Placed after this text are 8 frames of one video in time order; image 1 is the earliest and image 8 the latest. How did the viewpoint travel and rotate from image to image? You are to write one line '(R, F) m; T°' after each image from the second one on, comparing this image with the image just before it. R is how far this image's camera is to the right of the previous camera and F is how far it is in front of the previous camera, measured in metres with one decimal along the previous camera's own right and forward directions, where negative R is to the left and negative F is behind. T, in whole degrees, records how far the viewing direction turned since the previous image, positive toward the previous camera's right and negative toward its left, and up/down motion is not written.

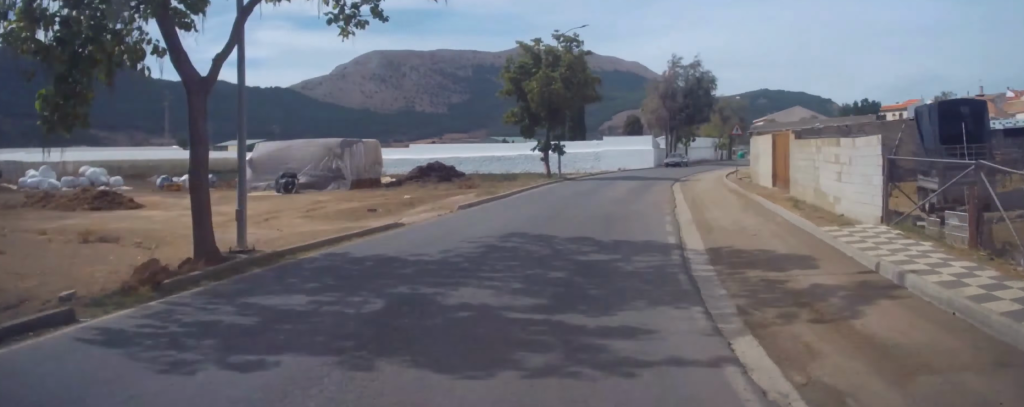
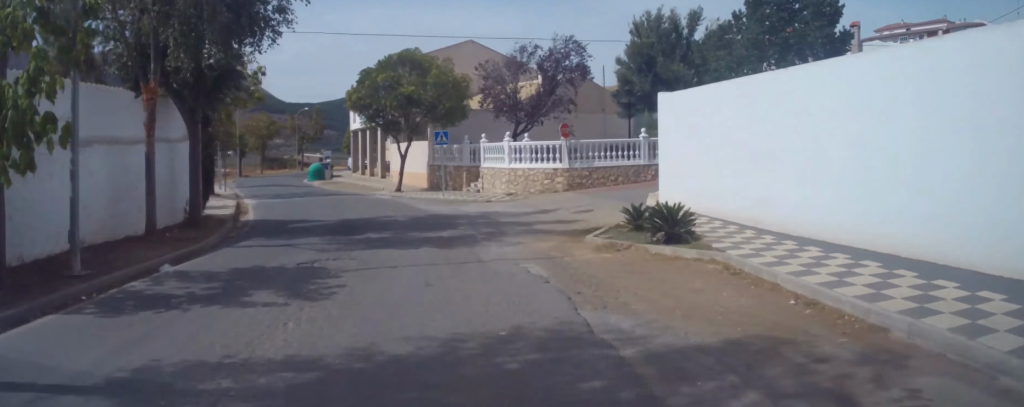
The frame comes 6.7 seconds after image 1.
(+21.1, +83.8) m; +17°
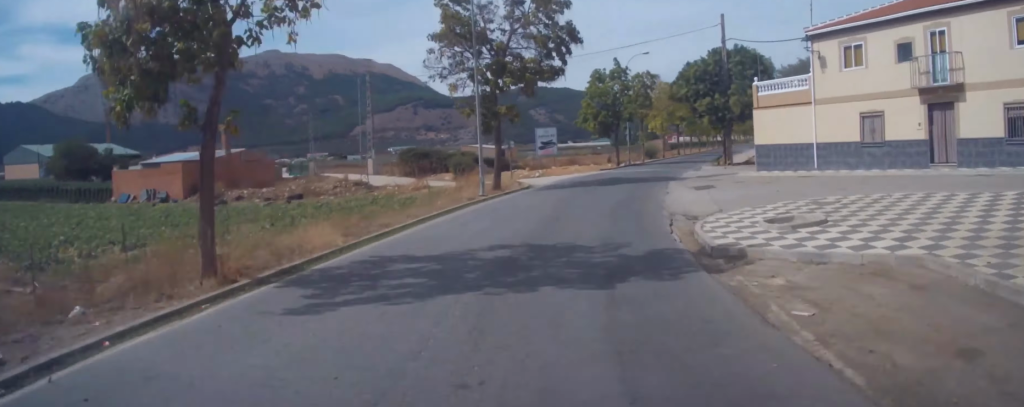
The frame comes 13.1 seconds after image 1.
(+4.1, +84.3) m; +10°
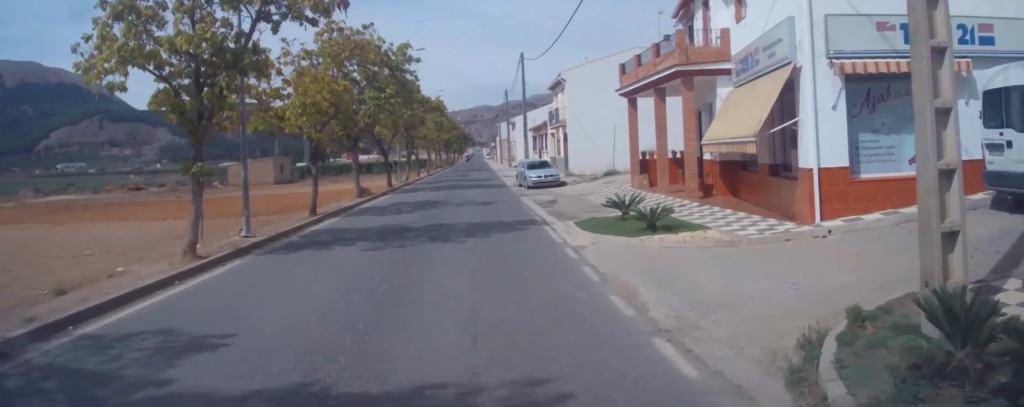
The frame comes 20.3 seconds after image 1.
(+13.0, +96.0) m; +9°
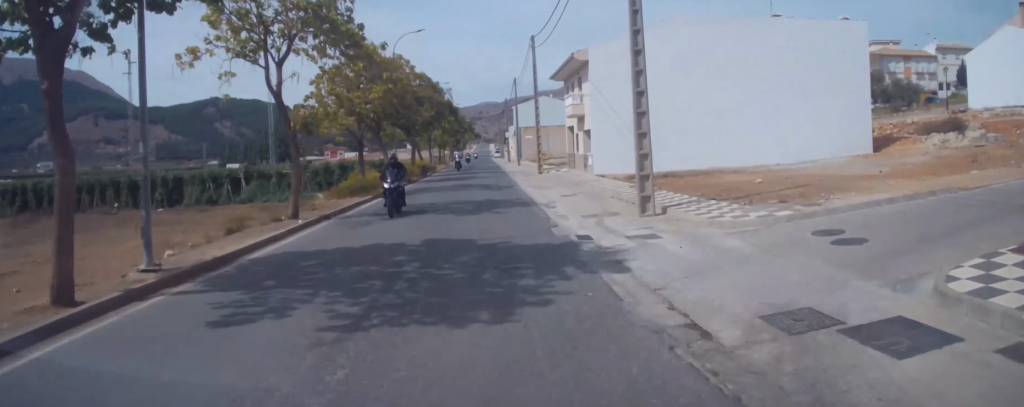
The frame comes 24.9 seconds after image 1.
(+1.0, +61.0) m; +1°
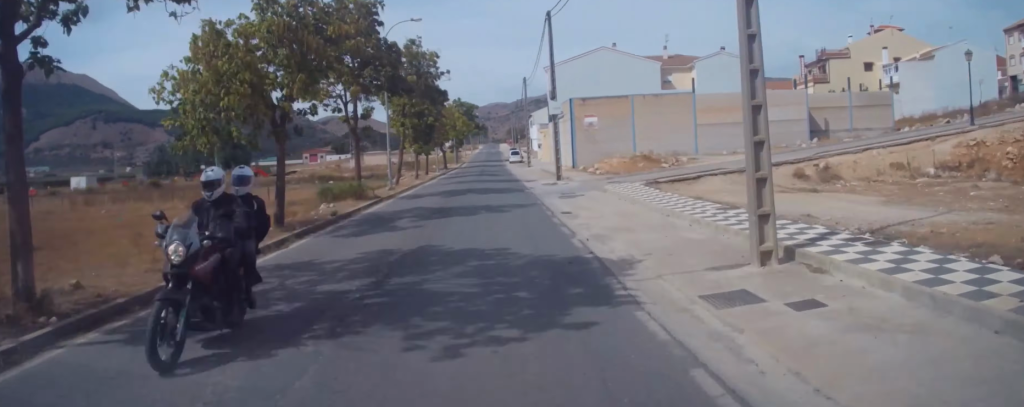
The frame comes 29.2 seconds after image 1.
(+0.2, +57.1) m; 0°
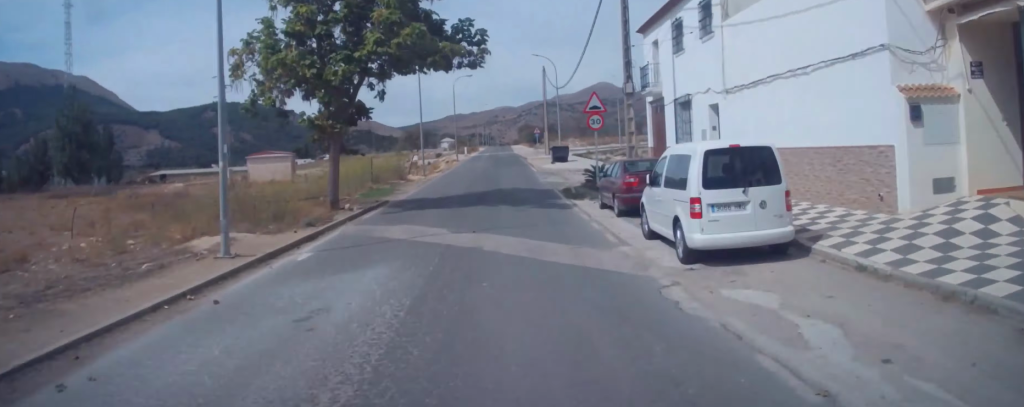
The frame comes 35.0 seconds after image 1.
(-0.1, +75.2) m; 0°
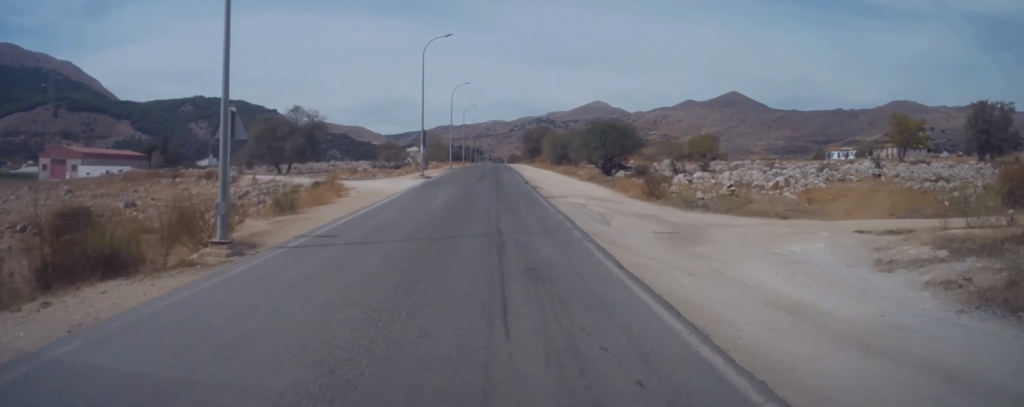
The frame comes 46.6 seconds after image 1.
(+0.7, +147.2) m; +1°
